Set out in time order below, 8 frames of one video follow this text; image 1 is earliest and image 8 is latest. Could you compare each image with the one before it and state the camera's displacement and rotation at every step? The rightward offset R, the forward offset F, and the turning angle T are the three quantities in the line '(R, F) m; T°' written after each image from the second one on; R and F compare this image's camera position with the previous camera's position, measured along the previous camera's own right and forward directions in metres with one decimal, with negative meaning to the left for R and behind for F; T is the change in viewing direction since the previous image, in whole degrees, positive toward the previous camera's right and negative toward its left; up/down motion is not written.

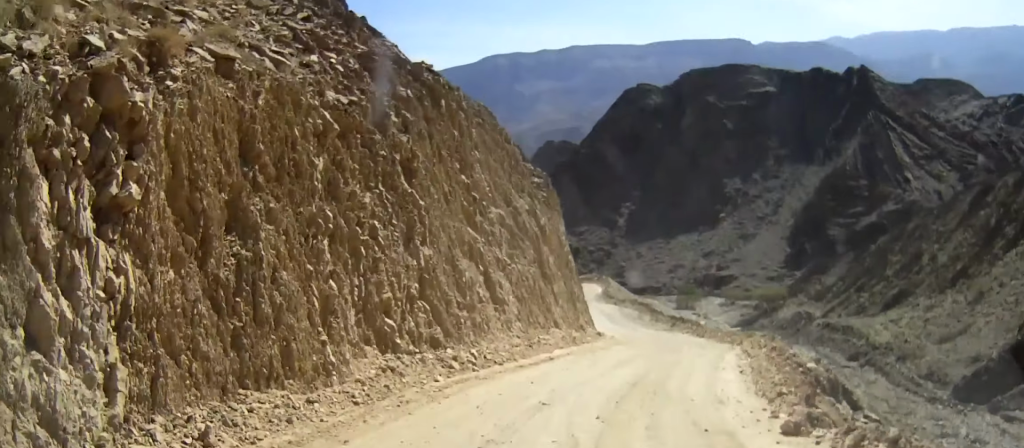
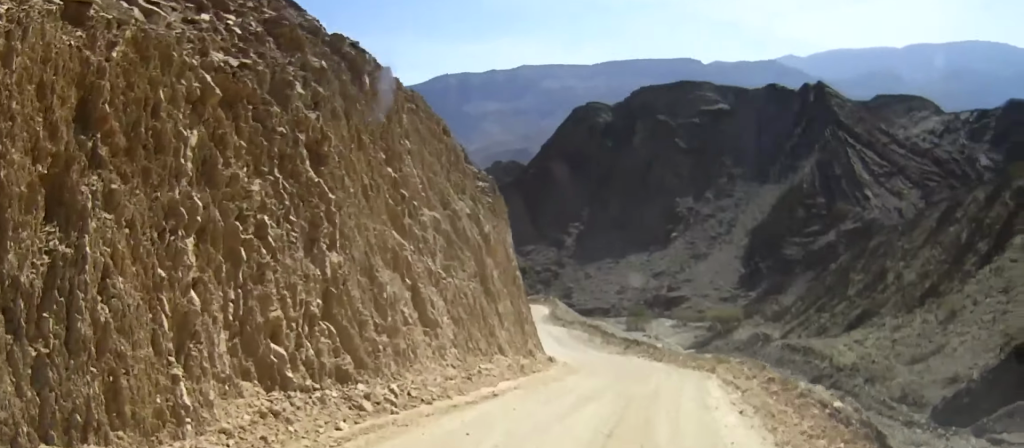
(+0.2, +2.9) m; +3°
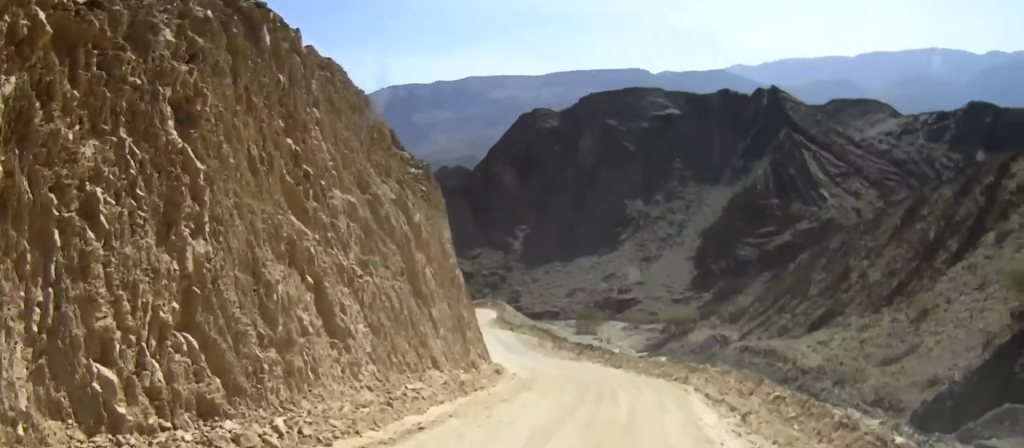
(+0.1, +2.9) m; +3°
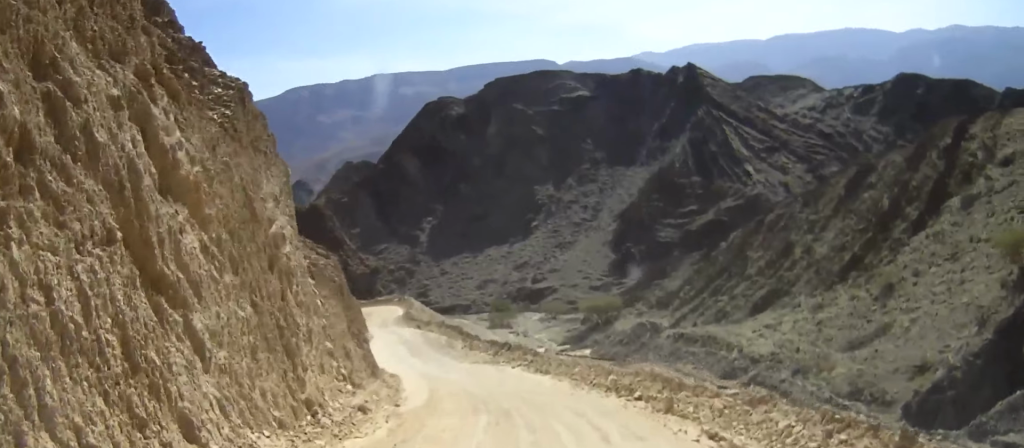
(+0.4, +6.9) m; +6°
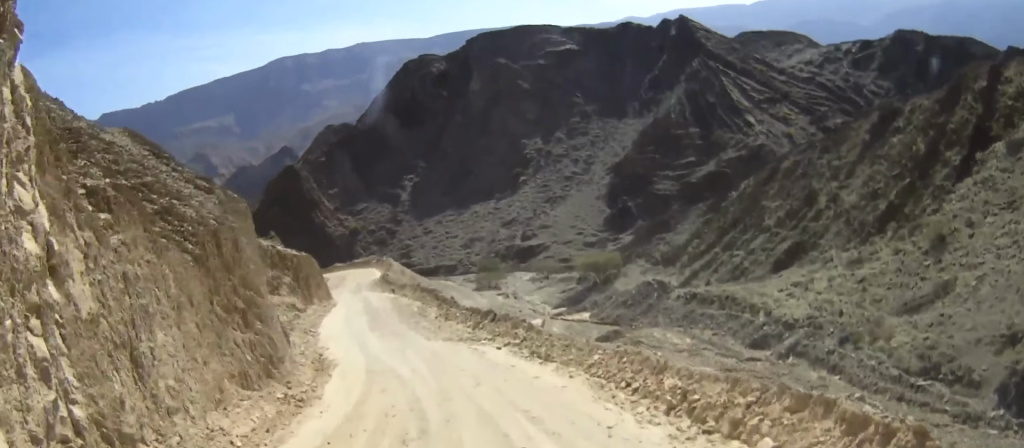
(+0.4, +9.0) m; +3°
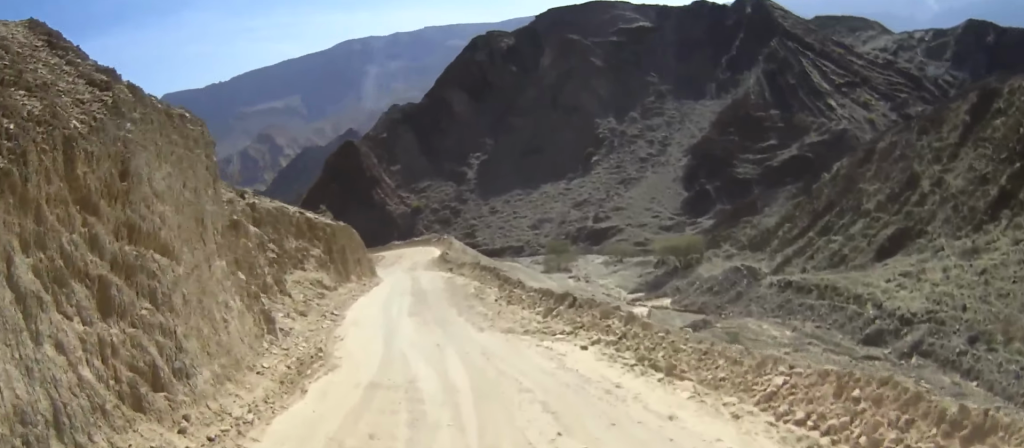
(0.0, +7.7) m; -4°
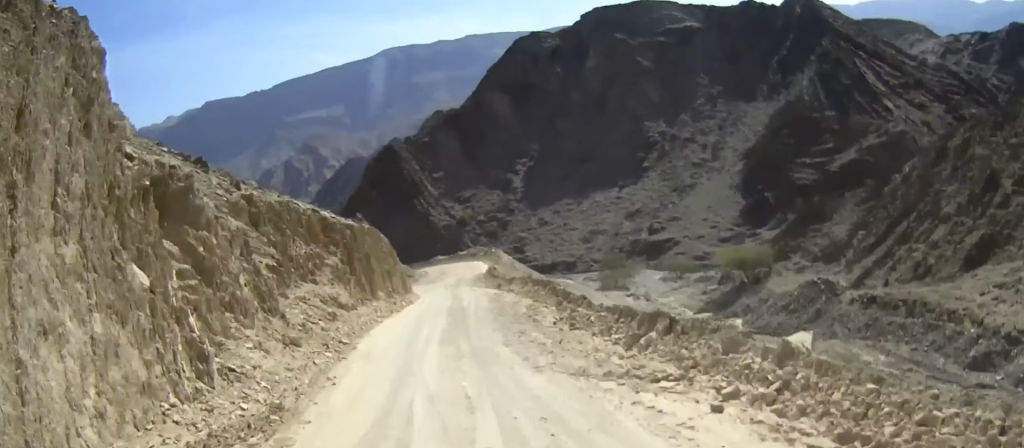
(-0.4, +6.0) m; -3°
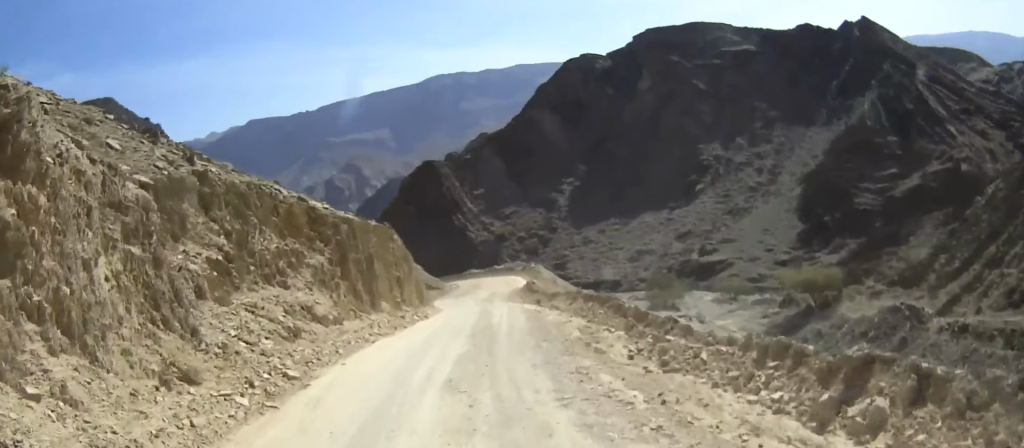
(-0.1, +6.7) m; -2°
